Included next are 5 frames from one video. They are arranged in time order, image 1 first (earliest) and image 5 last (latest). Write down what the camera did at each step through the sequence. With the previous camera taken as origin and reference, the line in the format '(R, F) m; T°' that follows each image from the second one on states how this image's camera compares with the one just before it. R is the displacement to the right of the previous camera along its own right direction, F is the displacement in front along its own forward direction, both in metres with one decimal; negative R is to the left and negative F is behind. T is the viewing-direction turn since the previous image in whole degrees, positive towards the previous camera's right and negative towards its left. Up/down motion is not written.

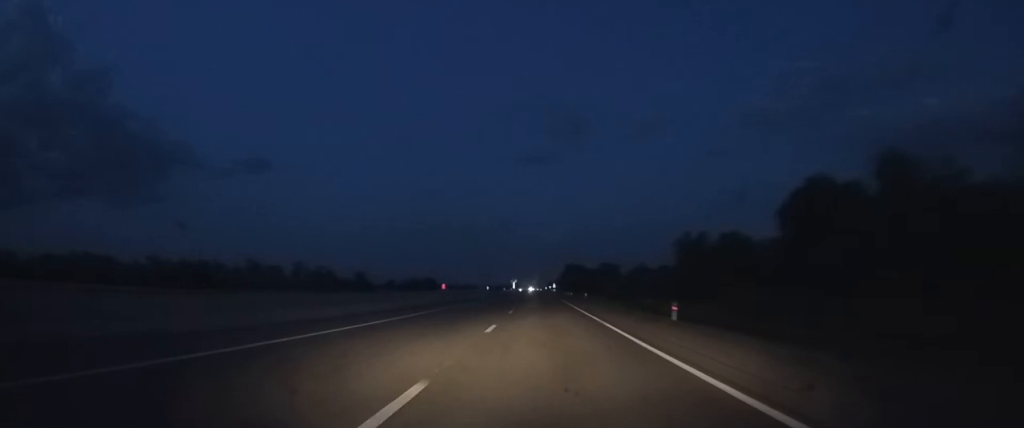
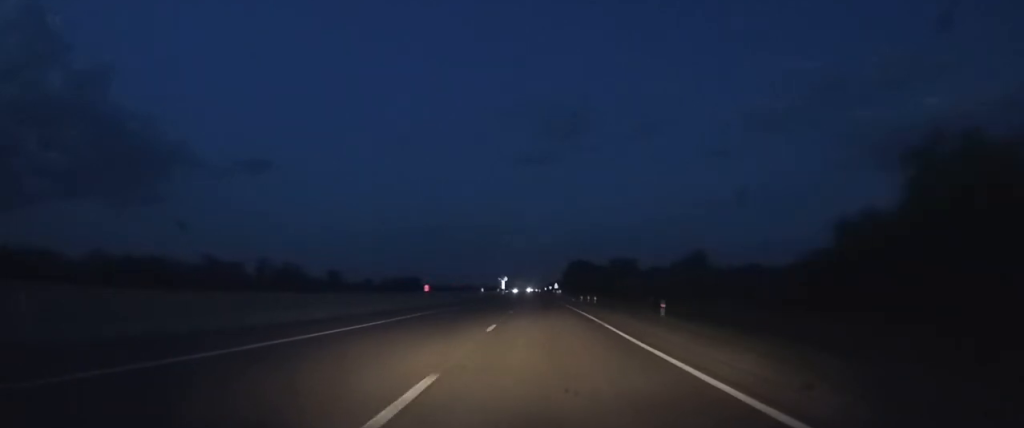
(0.0, +48.7) m; 0°
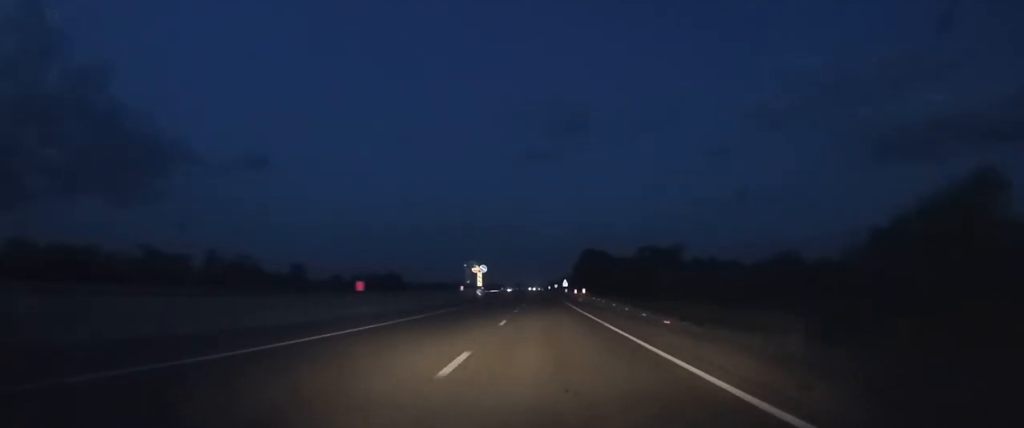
(-0.1, +50.9) m; 0°
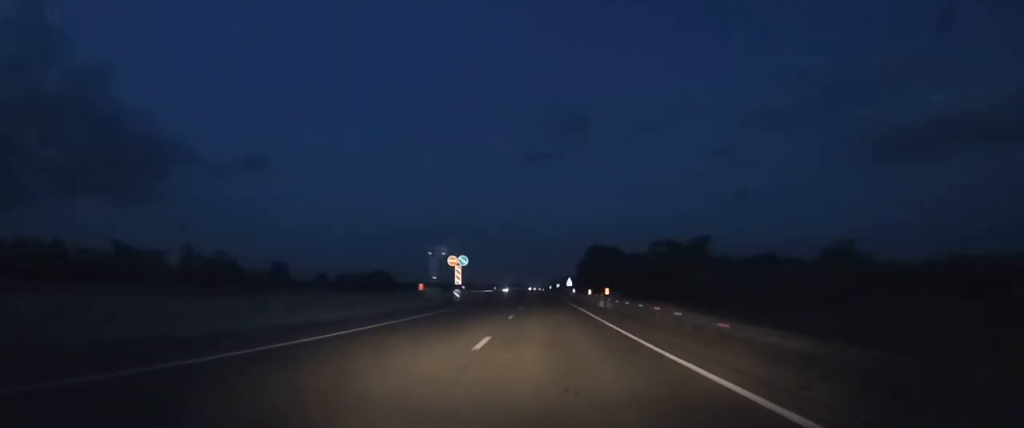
(-0.1, +17.0) m; 0°
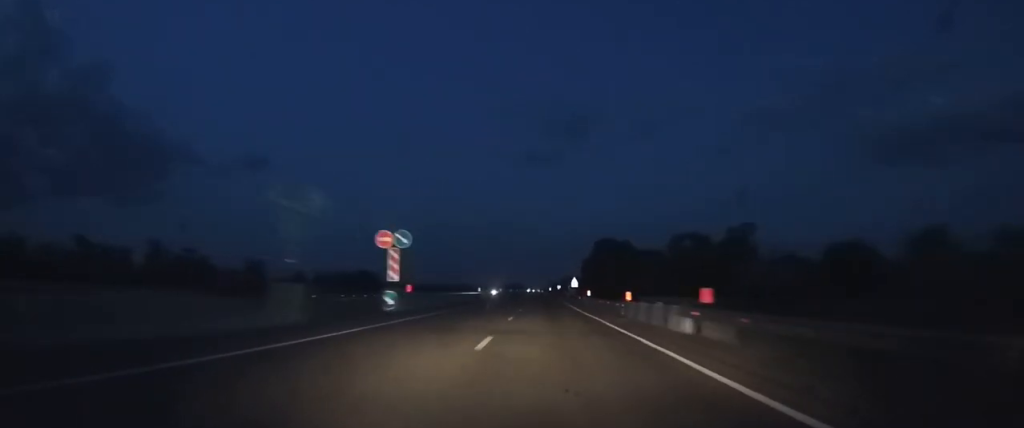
(0.0, +21.9) m; 0°
